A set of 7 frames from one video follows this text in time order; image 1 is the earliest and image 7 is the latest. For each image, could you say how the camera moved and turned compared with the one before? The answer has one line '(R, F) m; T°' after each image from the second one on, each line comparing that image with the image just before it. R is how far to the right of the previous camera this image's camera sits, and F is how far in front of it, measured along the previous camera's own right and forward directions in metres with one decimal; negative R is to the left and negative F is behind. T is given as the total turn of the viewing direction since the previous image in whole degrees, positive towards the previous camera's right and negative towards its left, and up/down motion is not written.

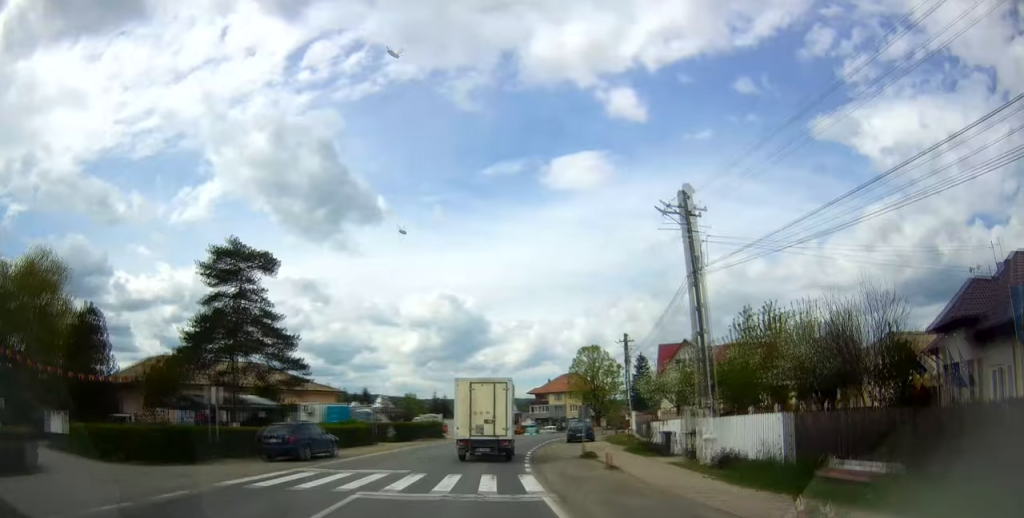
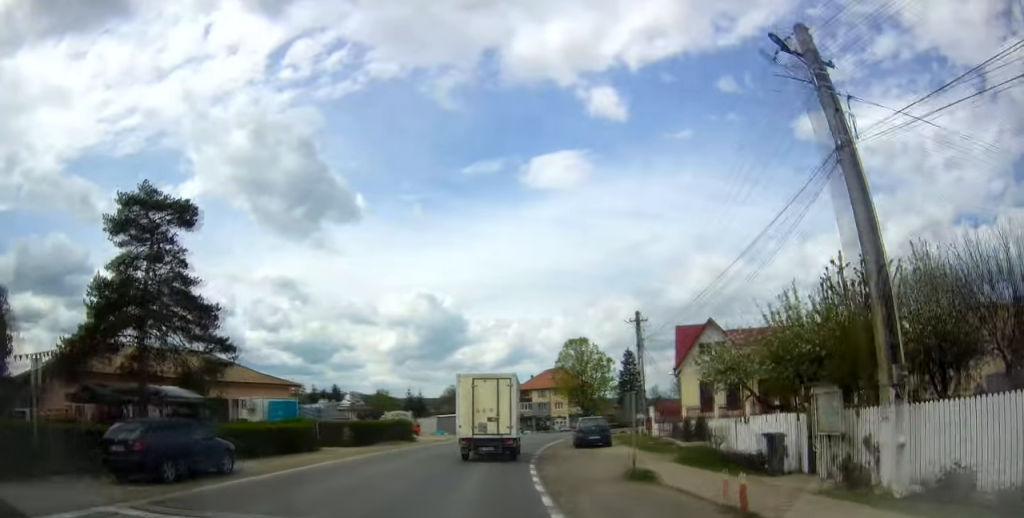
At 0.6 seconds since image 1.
(0.0, +9.5) m; 0°
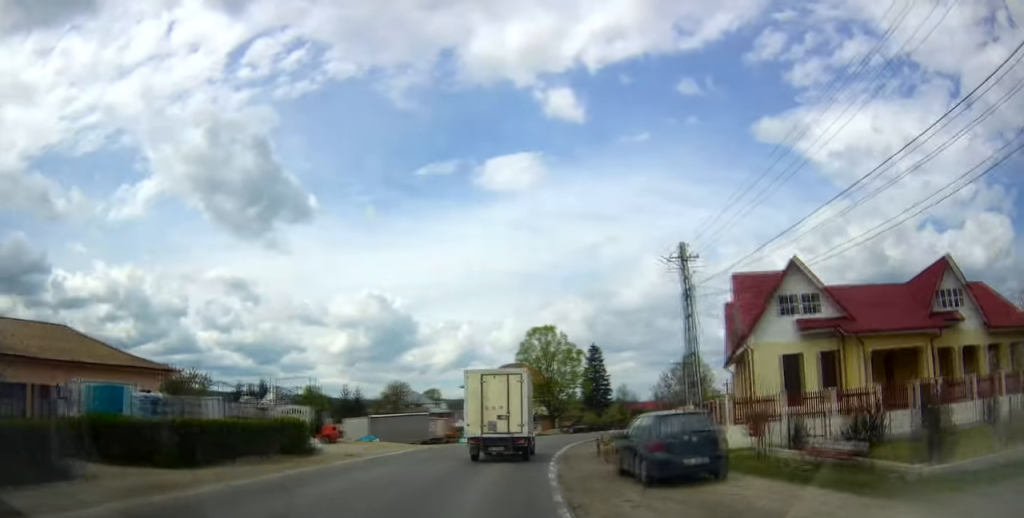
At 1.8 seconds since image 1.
(0.0, +16.9) m; +2°
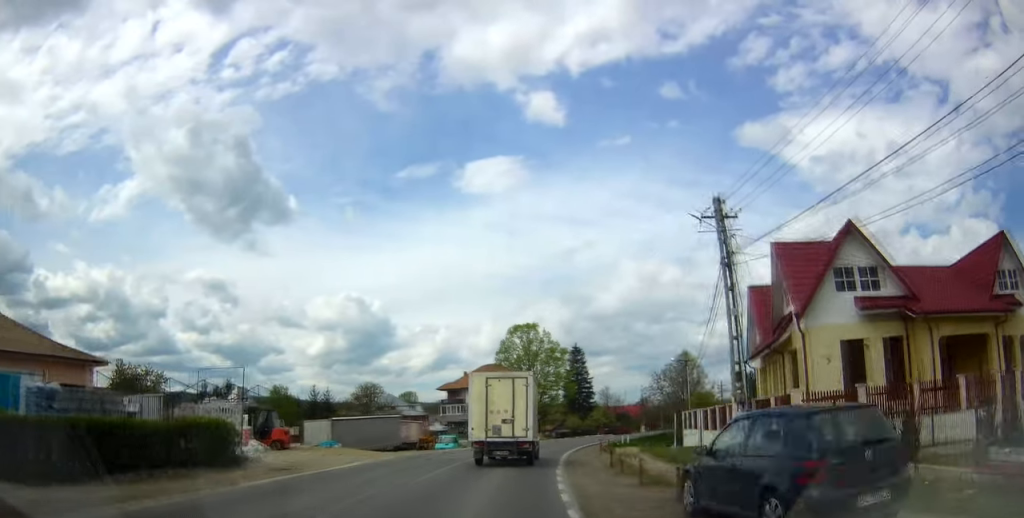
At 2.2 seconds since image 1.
(+0.1, +6.2) m; +2°
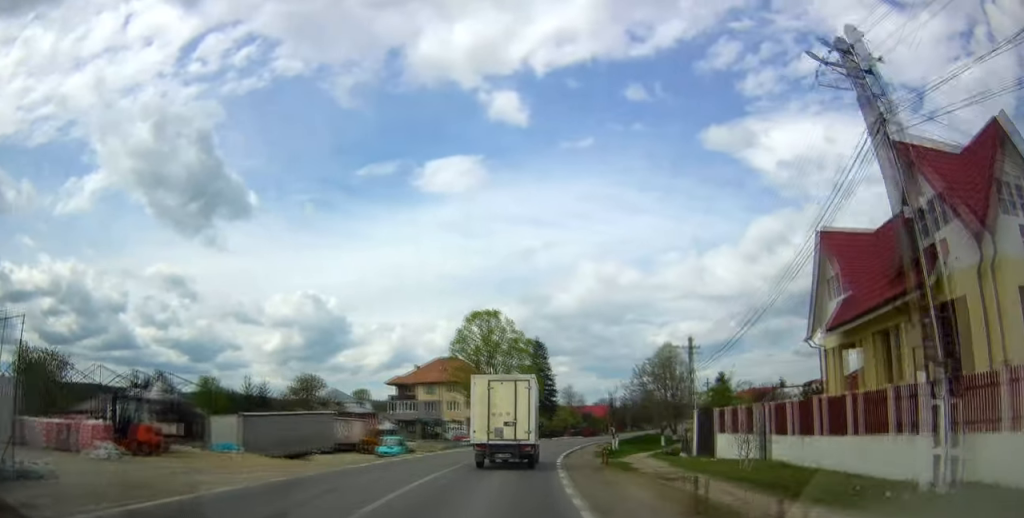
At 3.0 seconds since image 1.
(+0.2, +10.7) m; +4°
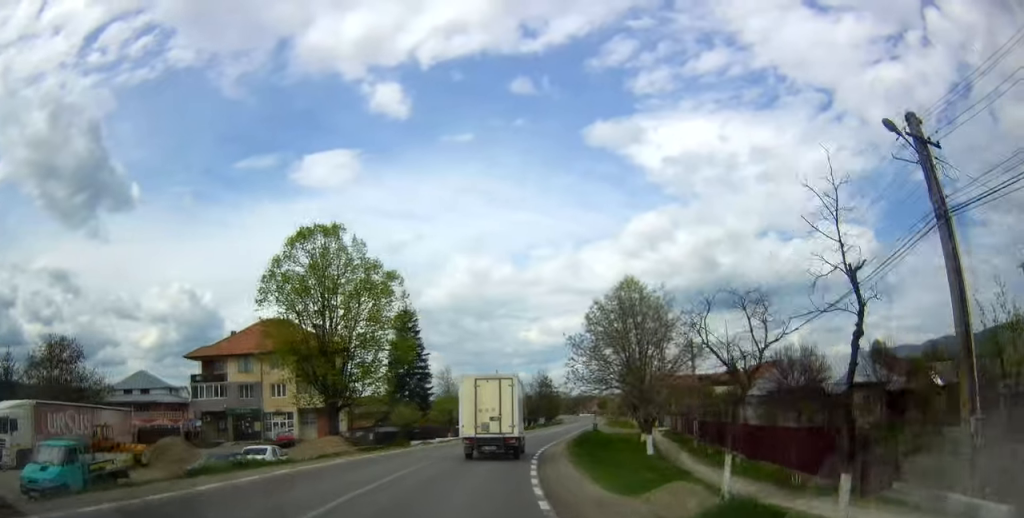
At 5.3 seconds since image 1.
(+3.8, +30.5) m; +15°
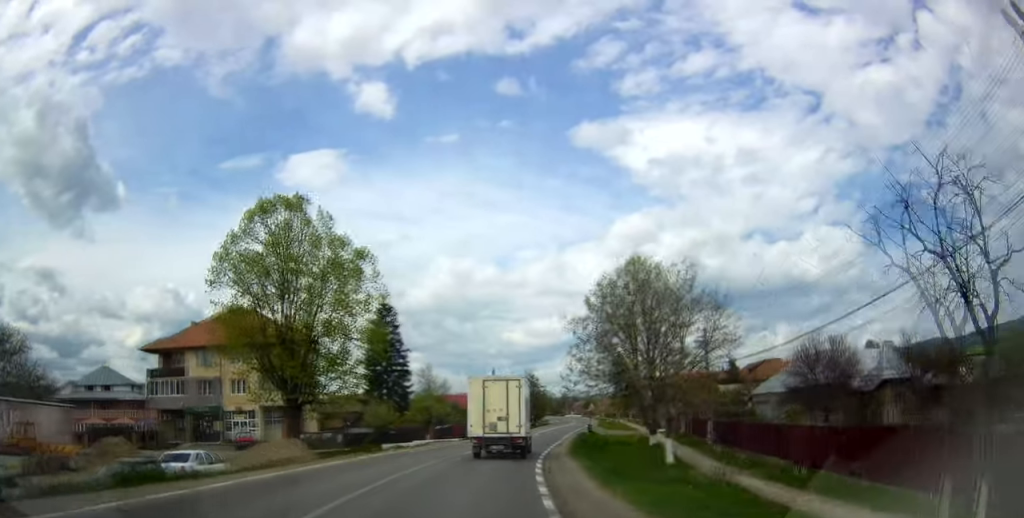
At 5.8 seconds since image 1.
(+0.3, +5.7) m; +3°
